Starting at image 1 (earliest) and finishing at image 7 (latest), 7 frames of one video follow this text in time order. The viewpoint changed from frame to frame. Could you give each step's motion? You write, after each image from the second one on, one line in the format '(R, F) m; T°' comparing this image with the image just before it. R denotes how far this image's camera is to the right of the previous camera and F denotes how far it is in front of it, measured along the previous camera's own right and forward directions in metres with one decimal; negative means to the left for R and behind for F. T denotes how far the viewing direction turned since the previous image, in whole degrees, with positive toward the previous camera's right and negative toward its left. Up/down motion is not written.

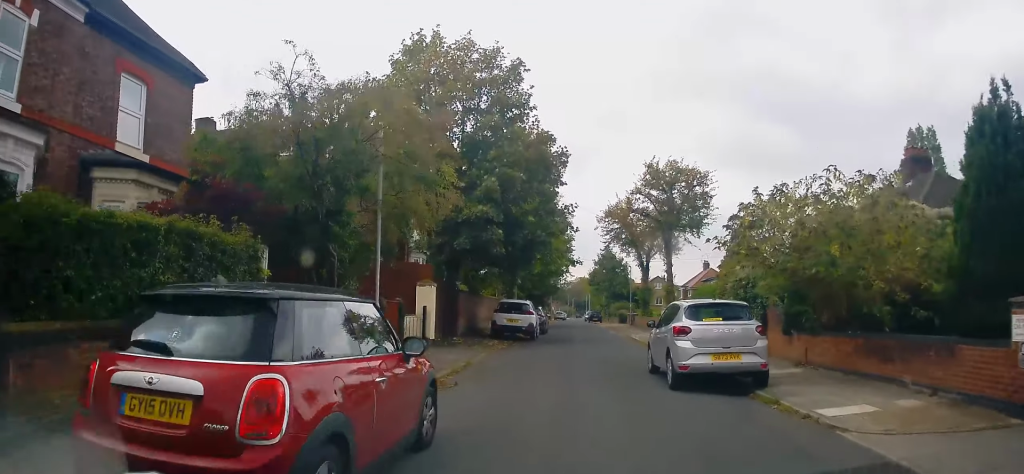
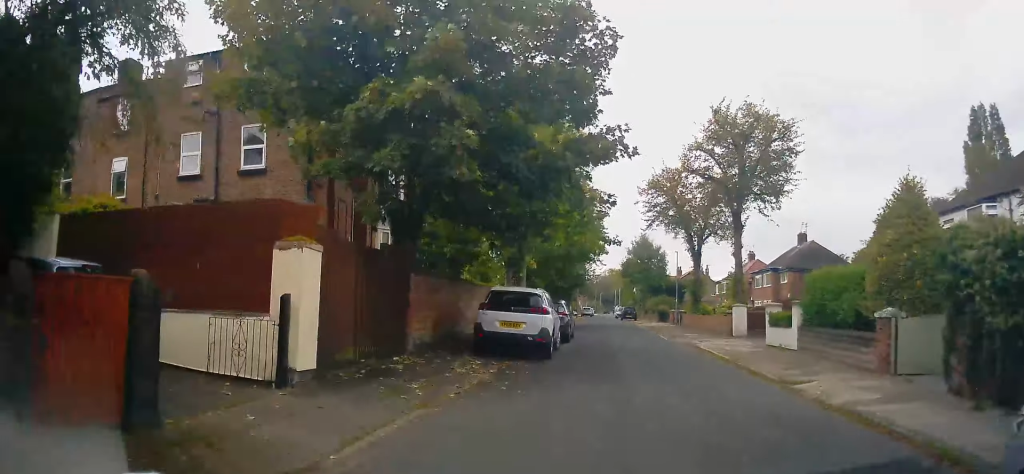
(+0.2, +10.6) m; +2°
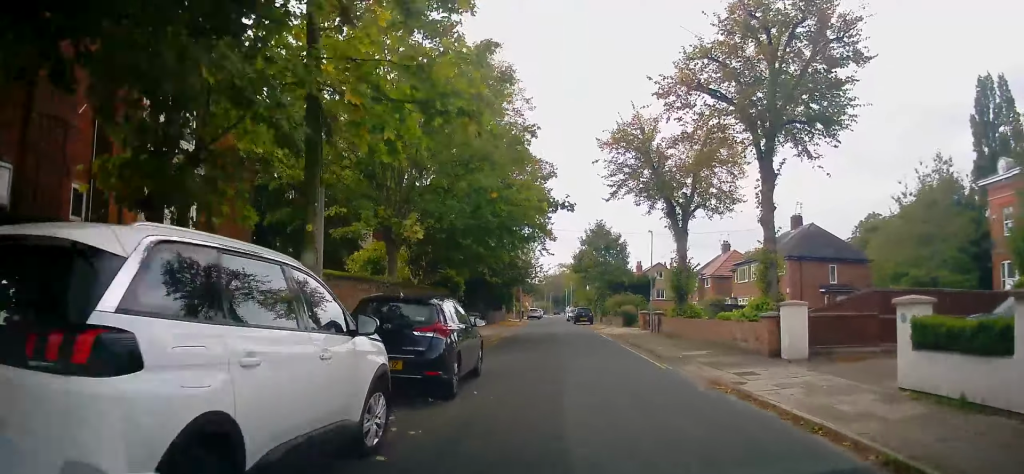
(+0.7, +11.8) m; 0°
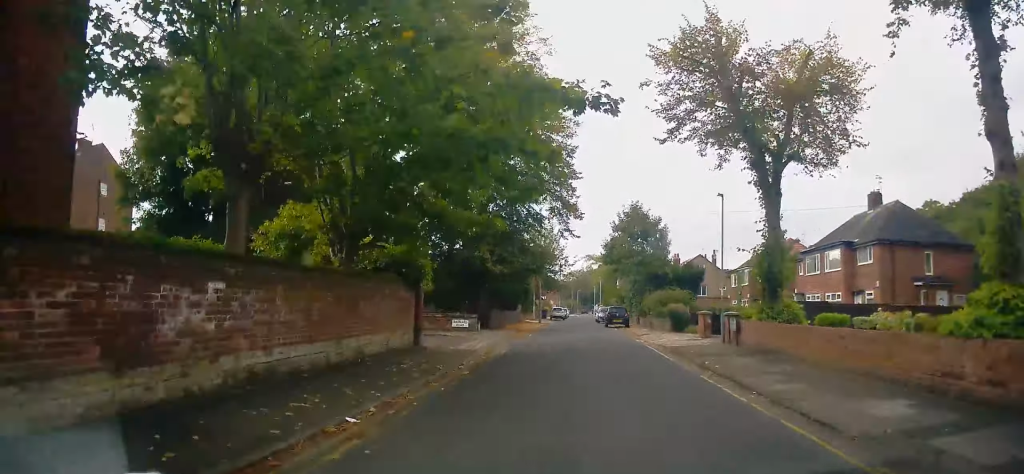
(-0.9, +10.3) m; -2°
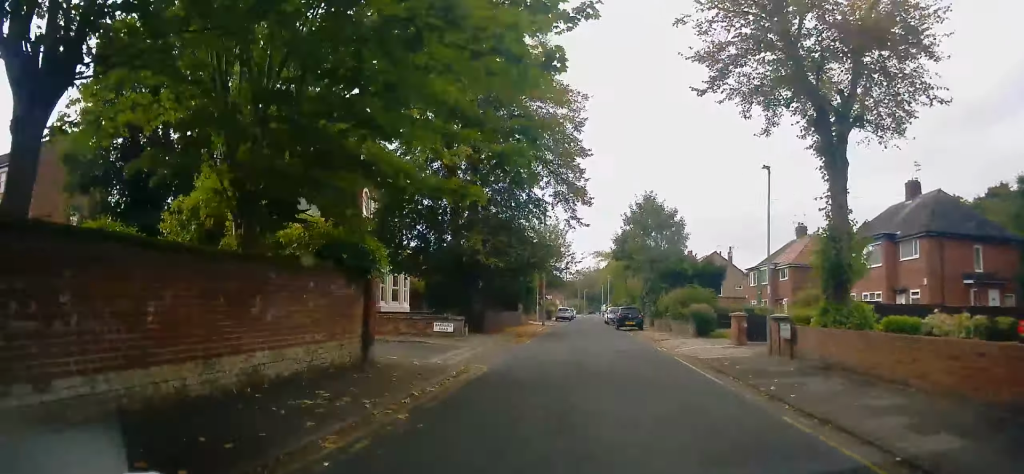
(+0.2, +4.6) m; +3°
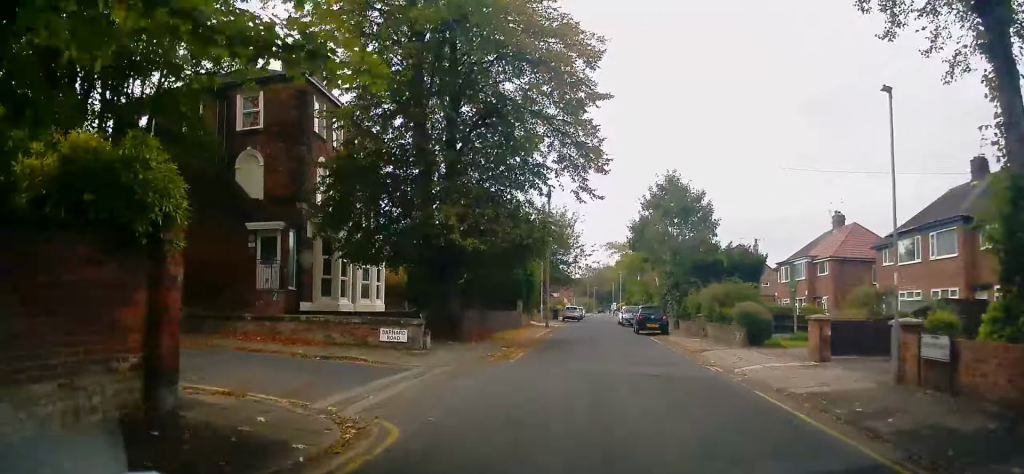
(+0.1, +7.0) m; -1°
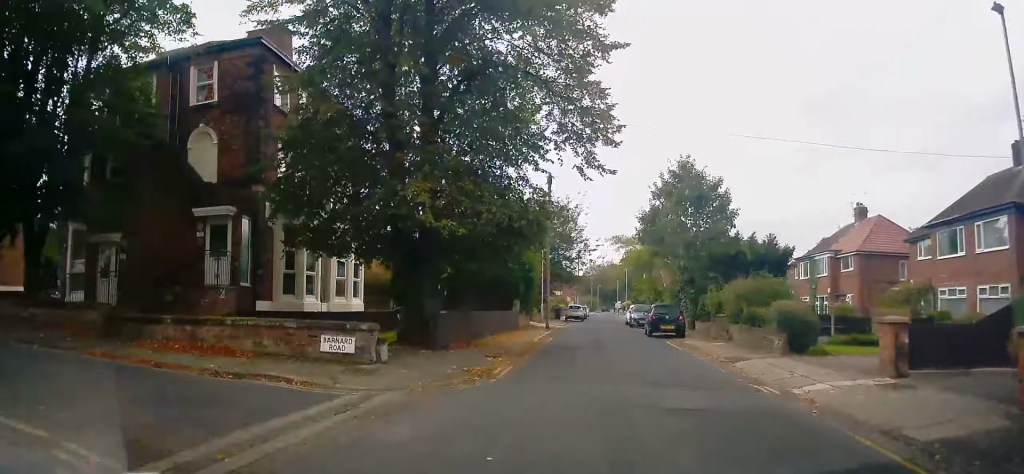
(0.0, +3.8) m; -1°
